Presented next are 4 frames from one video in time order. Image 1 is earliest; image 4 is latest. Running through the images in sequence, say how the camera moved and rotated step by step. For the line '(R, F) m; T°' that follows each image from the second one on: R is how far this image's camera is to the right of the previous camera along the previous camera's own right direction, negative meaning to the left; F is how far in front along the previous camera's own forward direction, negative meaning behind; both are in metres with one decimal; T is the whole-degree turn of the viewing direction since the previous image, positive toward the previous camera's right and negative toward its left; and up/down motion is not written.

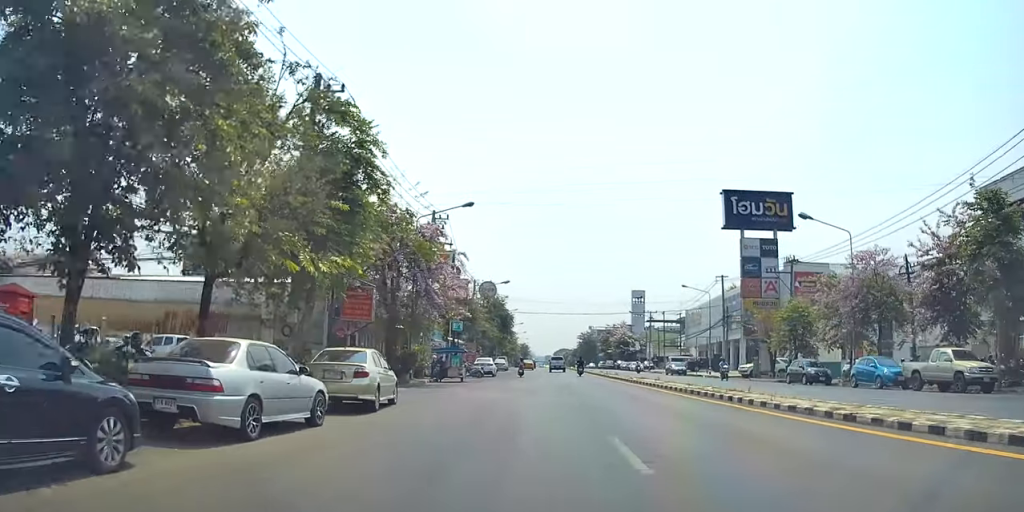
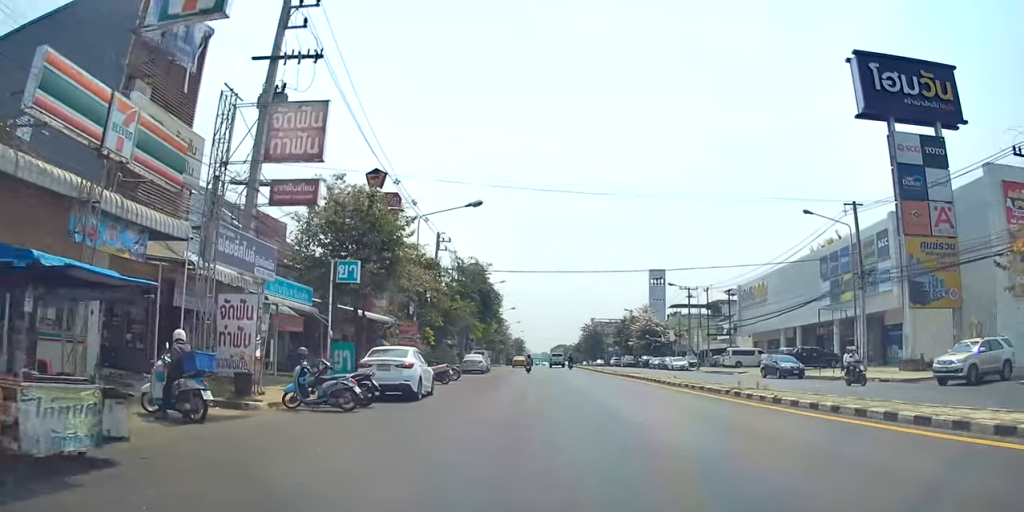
(-0.3, +33.6) m; -1°
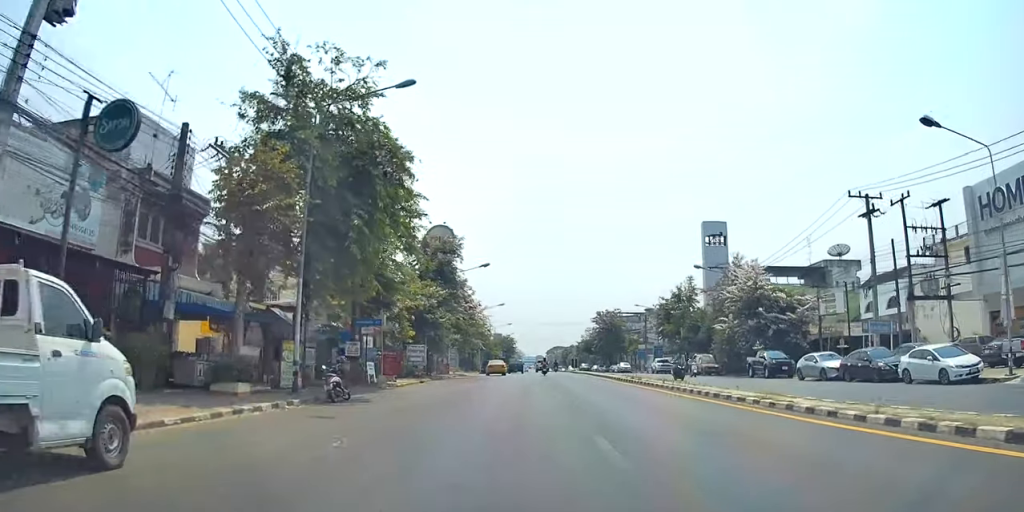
(+1.4, +51.6) m; +6°
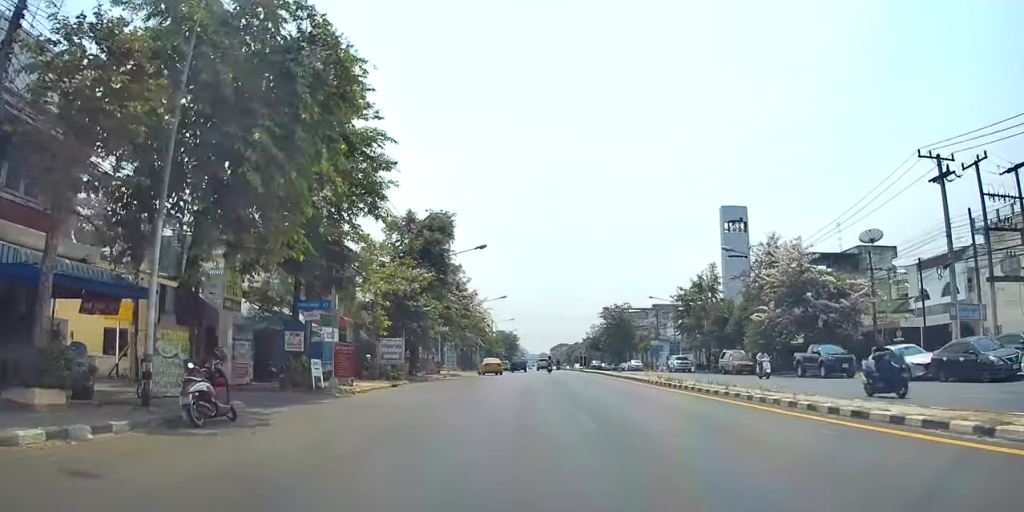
(+0.3, +7.8) m; 0°
